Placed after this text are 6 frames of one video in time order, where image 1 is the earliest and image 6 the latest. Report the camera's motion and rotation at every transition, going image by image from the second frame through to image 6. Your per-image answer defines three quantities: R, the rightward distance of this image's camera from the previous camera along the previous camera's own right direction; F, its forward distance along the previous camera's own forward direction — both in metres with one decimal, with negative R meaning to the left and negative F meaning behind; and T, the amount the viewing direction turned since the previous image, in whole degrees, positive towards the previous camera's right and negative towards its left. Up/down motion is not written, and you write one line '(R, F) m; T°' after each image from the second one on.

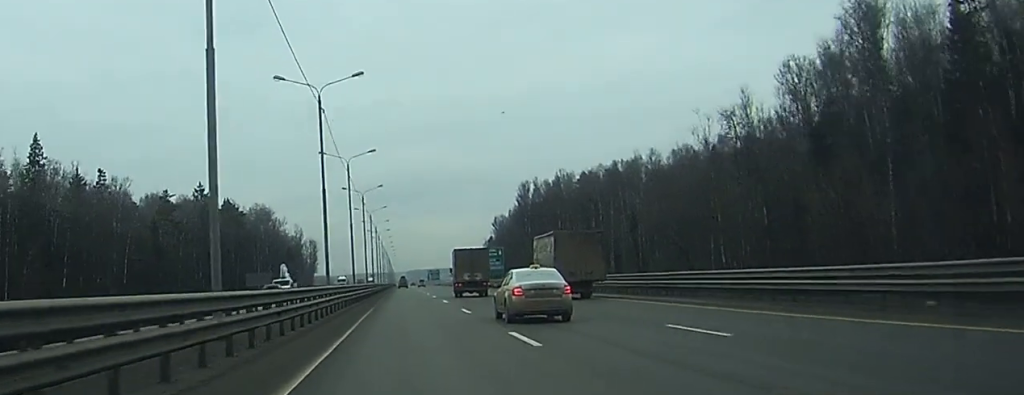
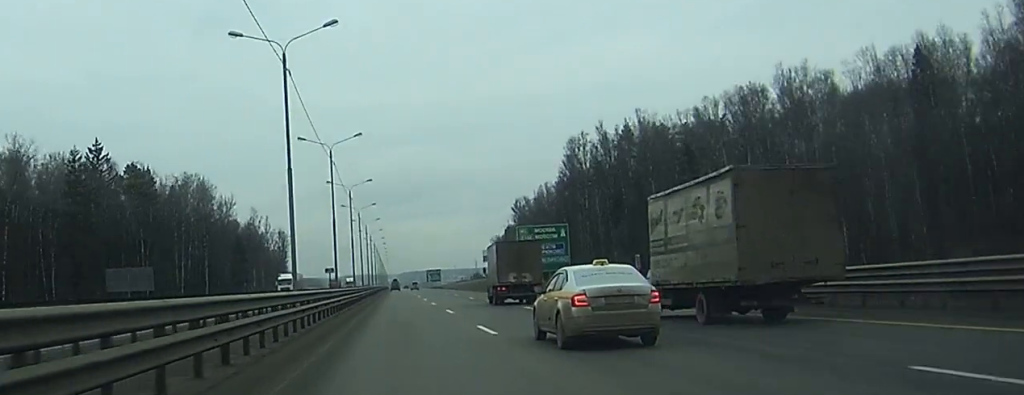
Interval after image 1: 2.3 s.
(+0.4, +75.0) m; 0°
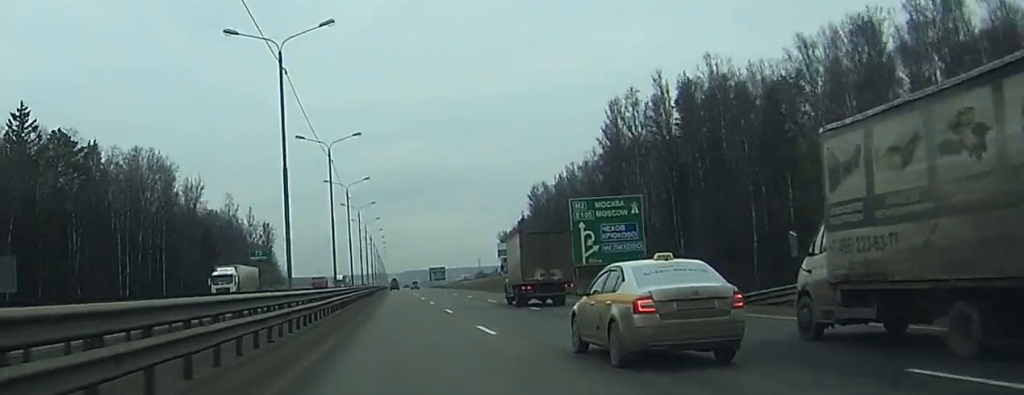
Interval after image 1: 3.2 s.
(-0.2, +32.1) m; 0°
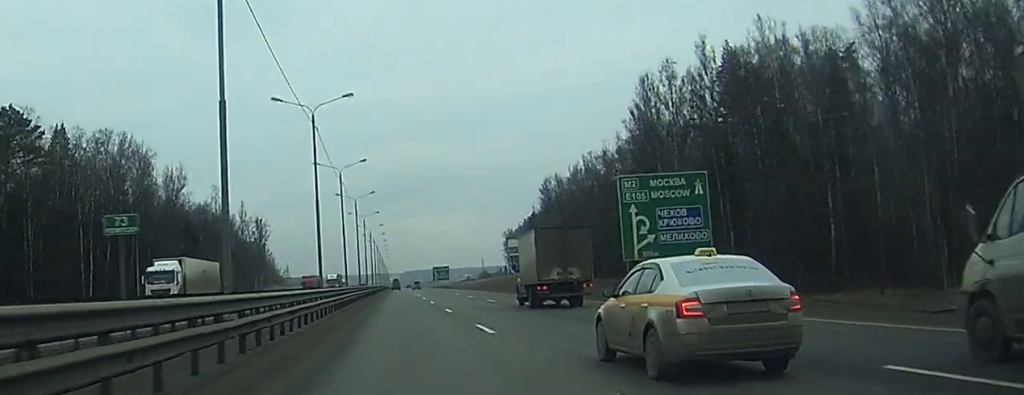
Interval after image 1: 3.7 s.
(-0.1, +15.5) m; 0°
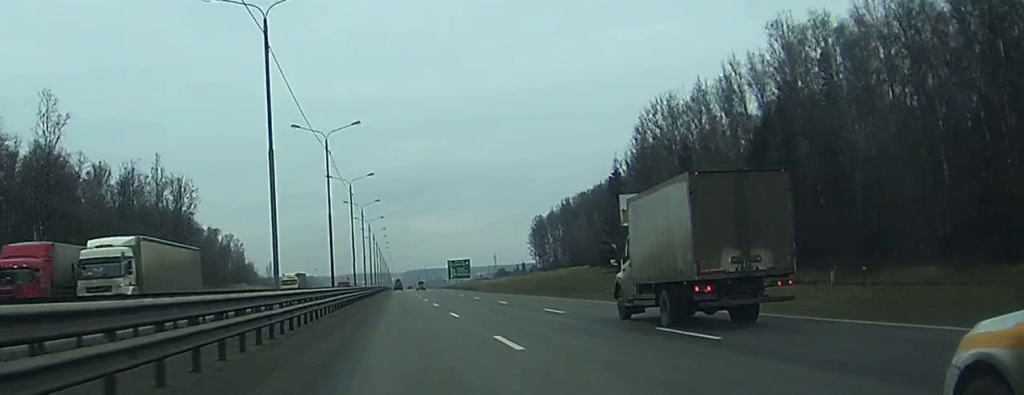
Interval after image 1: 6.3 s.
(+0.2, +83.7) m; 0°
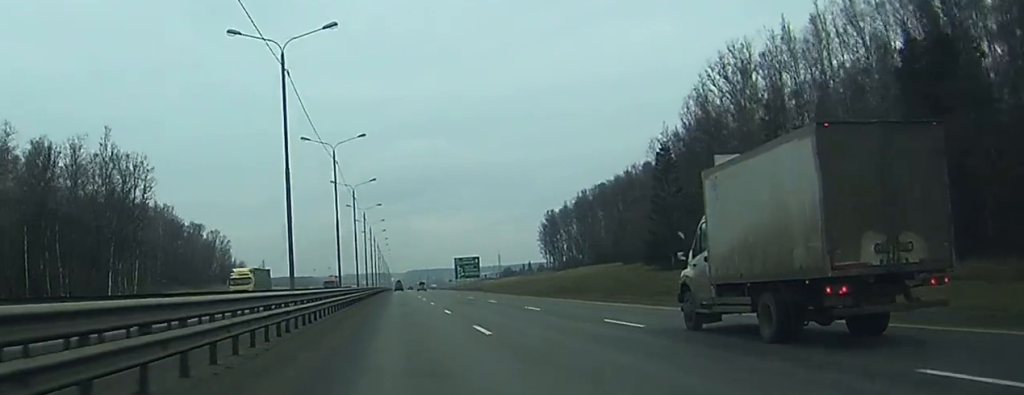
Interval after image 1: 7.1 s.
(0.0, +25.1) m; 0°
